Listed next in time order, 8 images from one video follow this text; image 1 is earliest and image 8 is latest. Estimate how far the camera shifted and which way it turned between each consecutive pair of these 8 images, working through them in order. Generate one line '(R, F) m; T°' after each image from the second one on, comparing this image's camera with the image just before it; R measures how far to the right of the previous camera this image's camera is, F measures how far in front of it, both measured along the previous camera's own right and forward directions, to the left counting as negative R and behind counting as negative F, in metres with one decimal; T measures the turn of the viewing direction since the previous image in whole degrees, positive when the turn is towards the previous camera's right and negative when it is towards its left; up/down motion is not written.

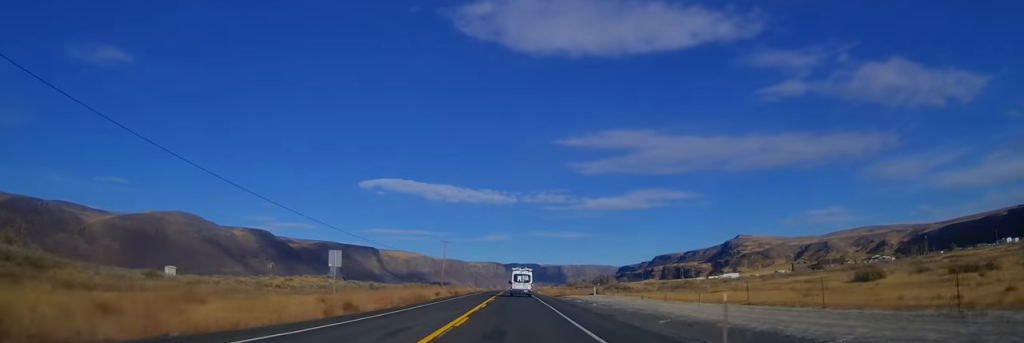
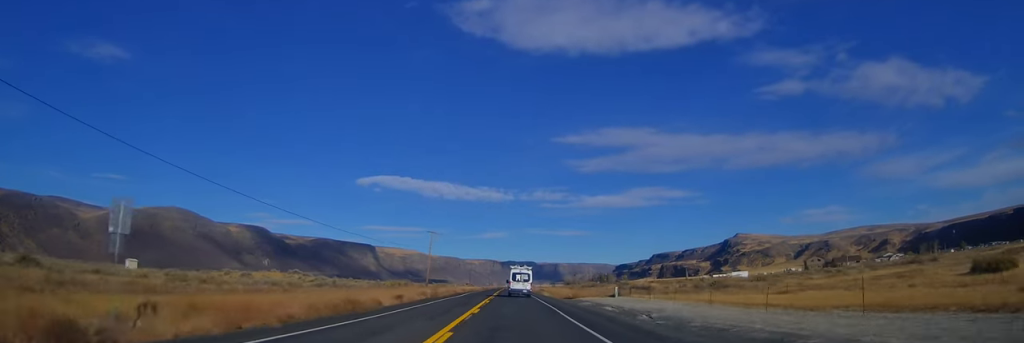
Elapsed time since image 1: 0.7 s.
(-0.1, +18.9) m; 0°
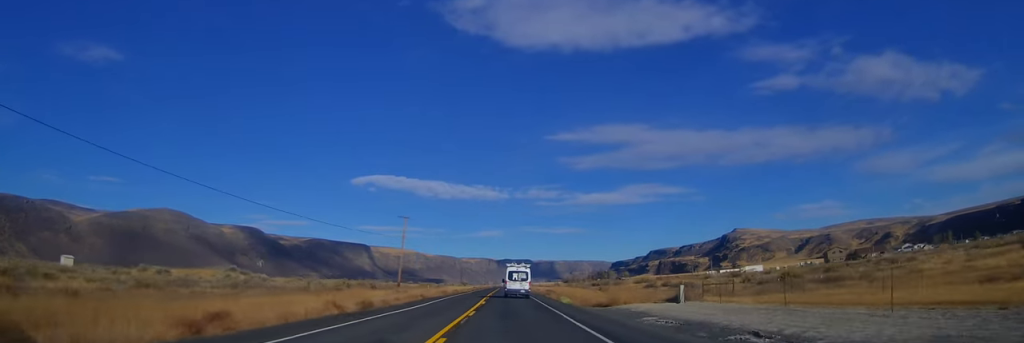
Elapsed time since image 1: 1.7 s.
(0.0, +25.8) m; 0°
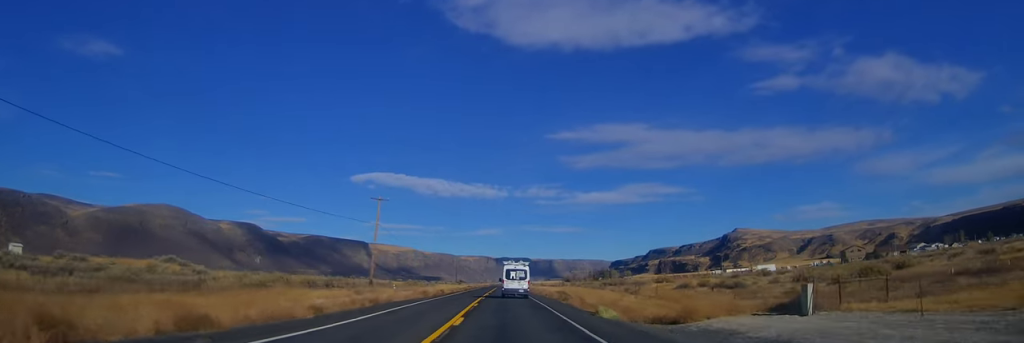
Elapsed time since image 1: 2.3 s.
(+0.1, +17.7) m; 0°
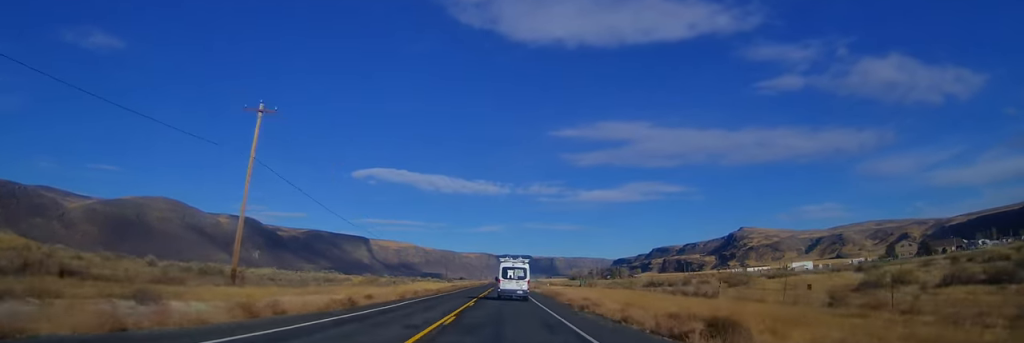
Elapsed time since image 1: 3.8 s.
(+0.3, +38.4) m; +1°
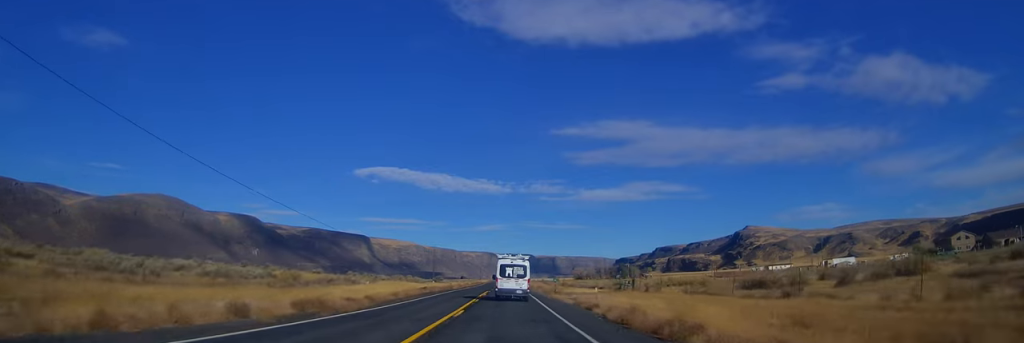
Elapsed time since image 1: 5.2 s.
(0.0, +35.0) m; +1°
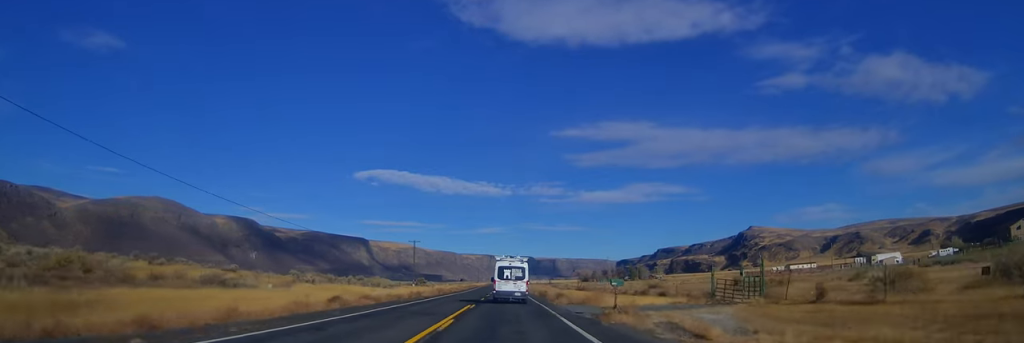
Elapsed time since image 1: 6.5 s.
(+0.1, +30.7) m; -1°
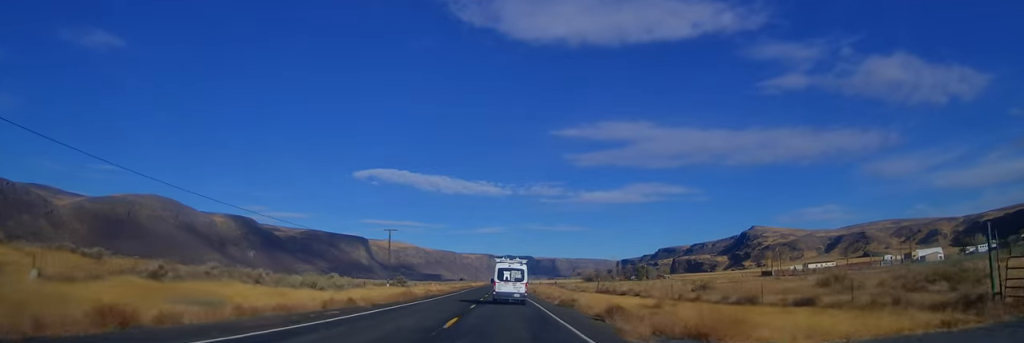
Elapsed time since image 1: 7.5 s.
(-0.3, +23.6) m; -1°
